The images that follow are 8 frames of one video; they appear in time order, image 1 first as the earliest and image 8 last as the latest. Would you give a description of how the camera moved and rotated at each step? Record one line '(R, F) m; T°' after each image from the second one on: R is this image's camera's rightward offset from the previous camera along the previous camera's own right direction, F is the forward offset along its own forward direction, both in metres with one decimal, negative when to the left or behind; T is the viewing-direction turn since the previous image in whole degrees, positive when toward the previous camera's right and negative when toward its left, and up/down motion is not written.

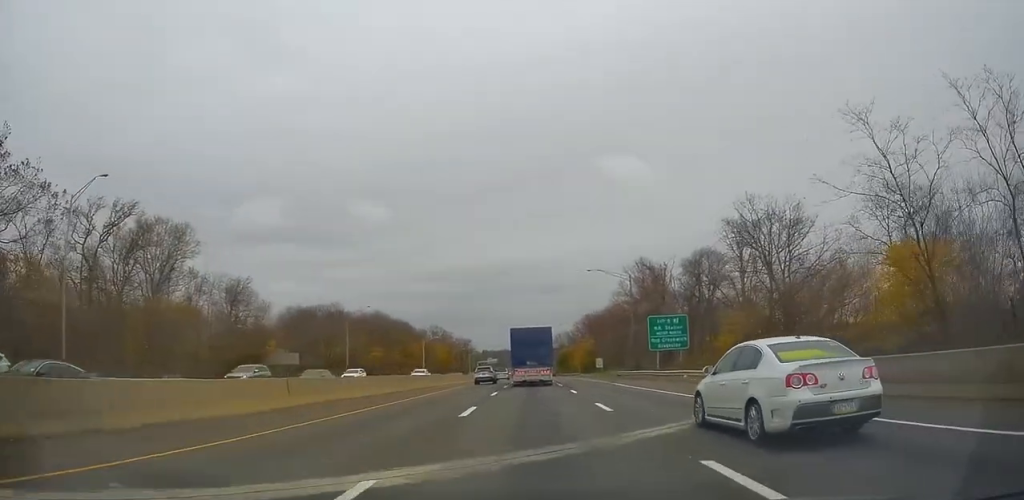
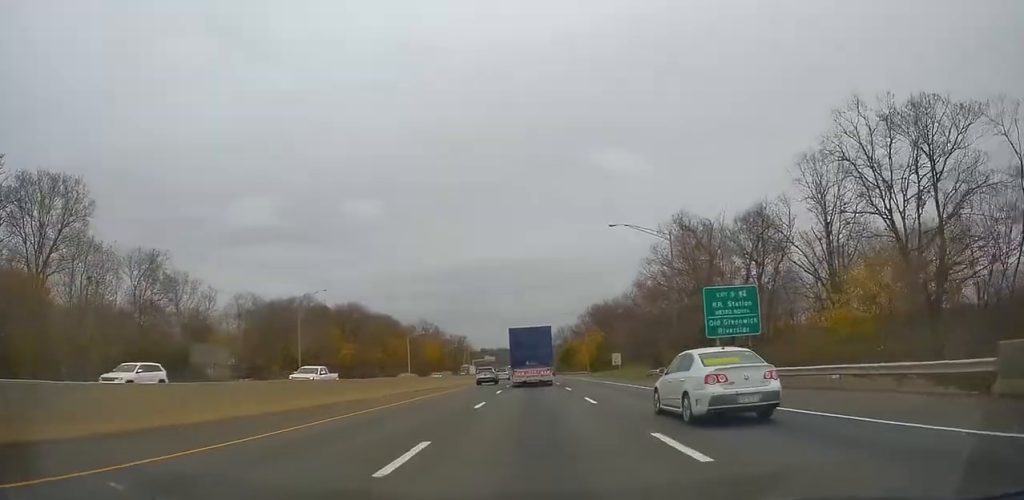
(0.0, +20.2) m; 0°
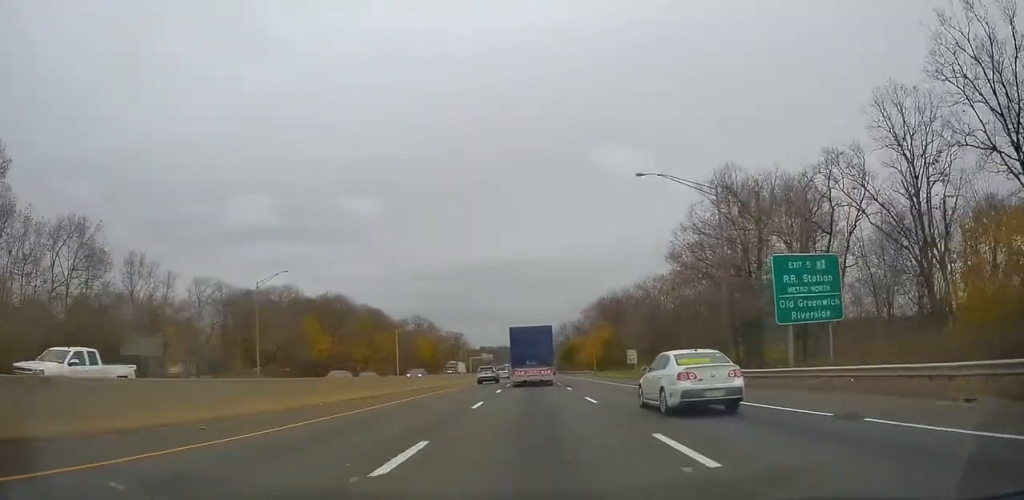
(+0.3, +12.2) m; 0°
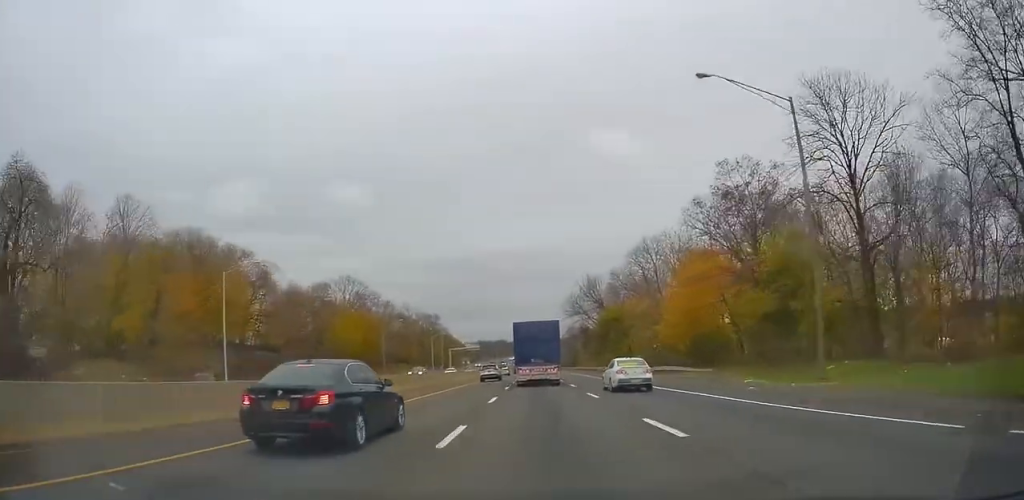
(-1.8, +81.0) m; -1°
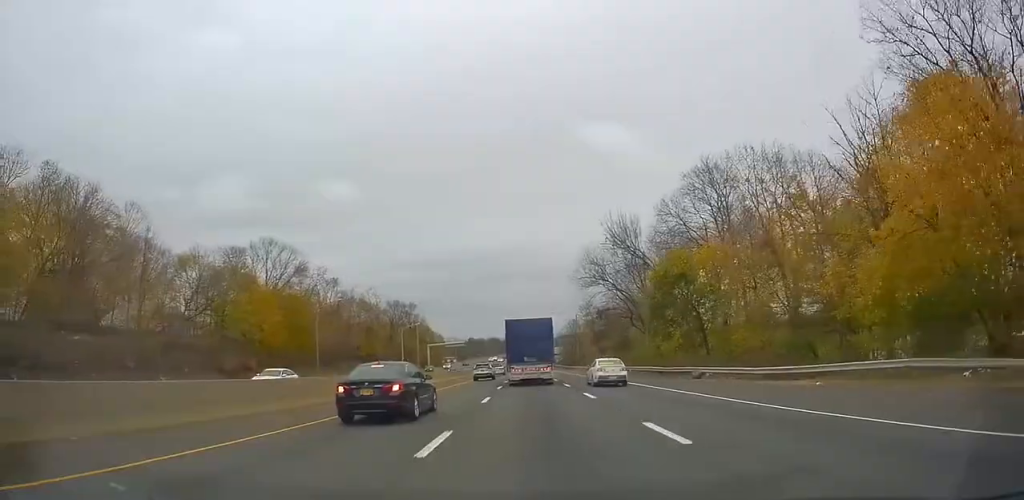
(-0.1, +37.4) m; +1°
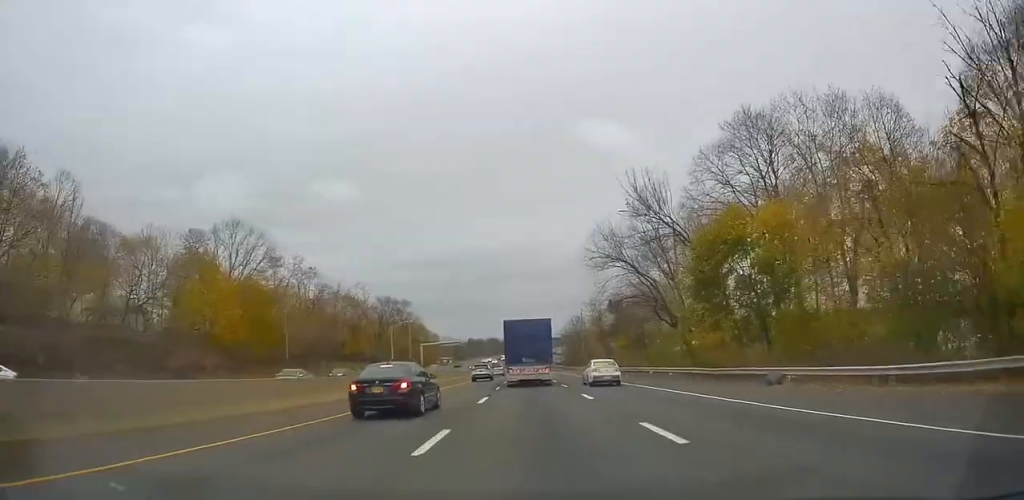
(+0.3, +12.2) m; 0°
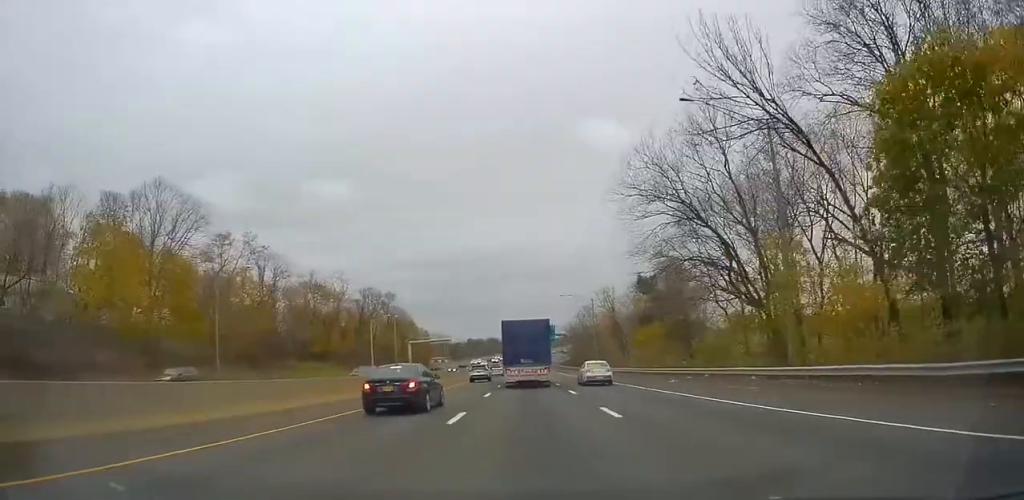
(+0.2, +19.2) m; 0°
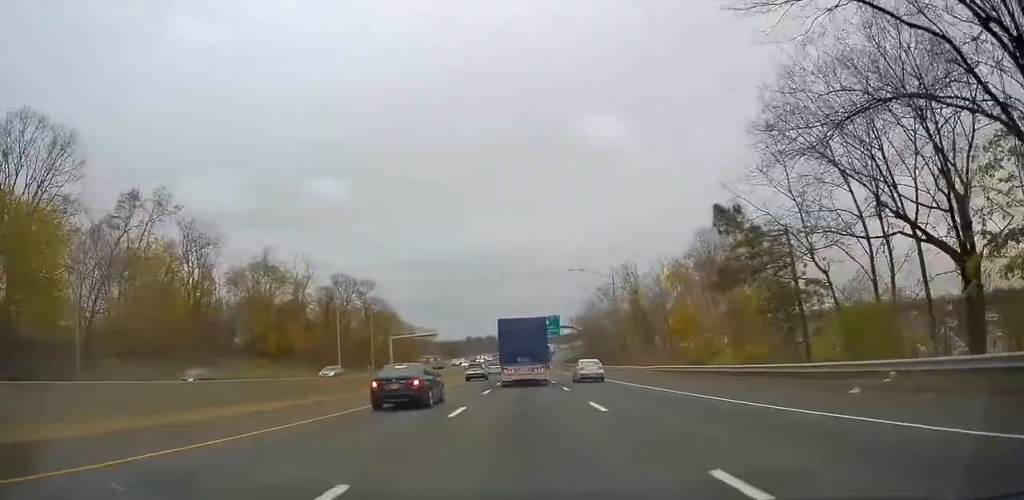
(-0.1, +22.4) m; -1°
